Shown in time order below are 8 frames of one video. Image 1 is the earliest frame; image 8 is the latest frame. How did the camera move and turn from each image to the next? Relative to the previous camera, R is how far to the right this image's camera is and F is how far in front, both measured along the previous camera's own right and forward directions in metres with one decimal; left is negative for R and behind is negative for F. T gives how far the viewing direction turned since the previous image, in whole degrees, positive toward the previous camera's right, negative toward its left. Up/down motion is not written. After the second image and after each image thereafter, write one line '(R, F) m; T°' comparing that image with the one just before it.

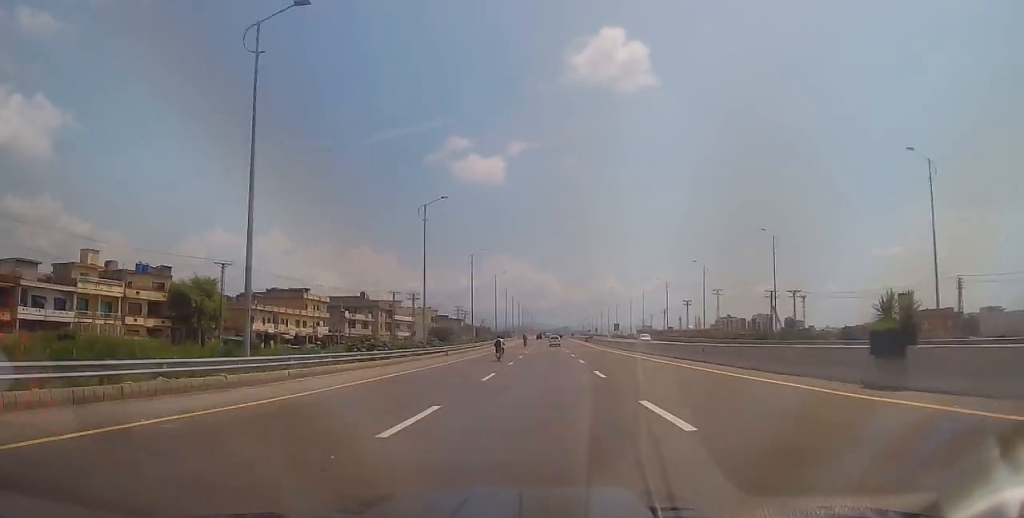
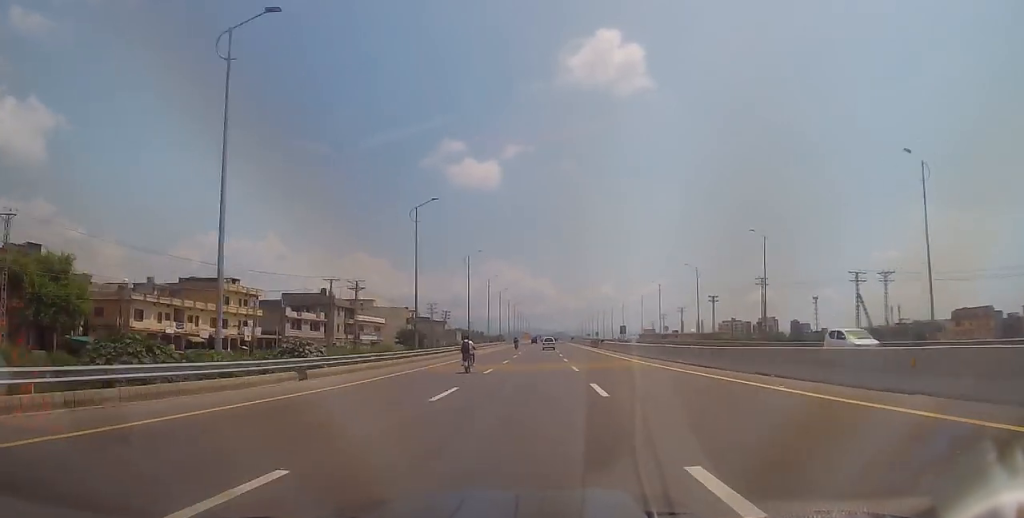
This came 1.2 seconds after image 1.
(-0.3, +30.0) m; 0°
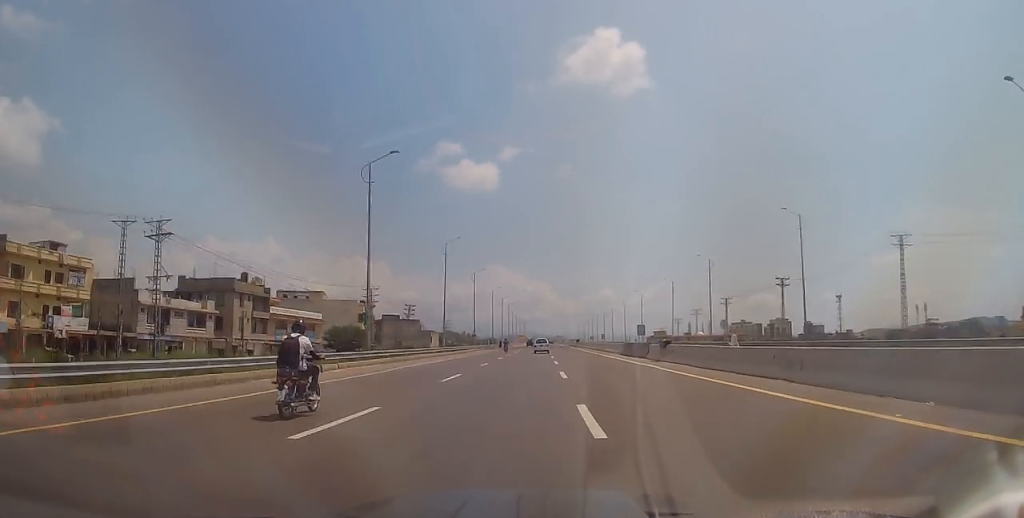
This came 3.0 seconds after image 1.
(-0.3, +42.2) m; -1°
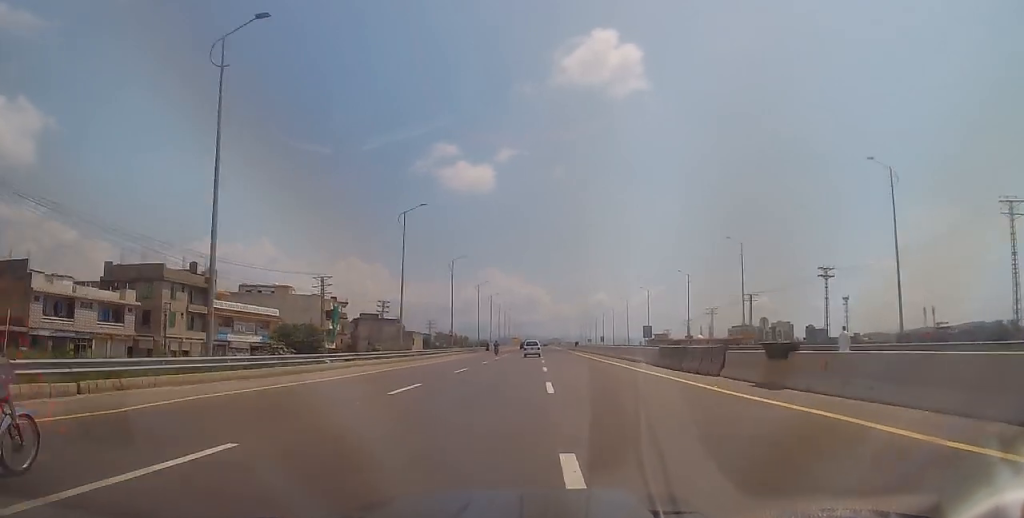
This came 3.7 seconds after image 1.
(0.0, +16.9) m; +1°
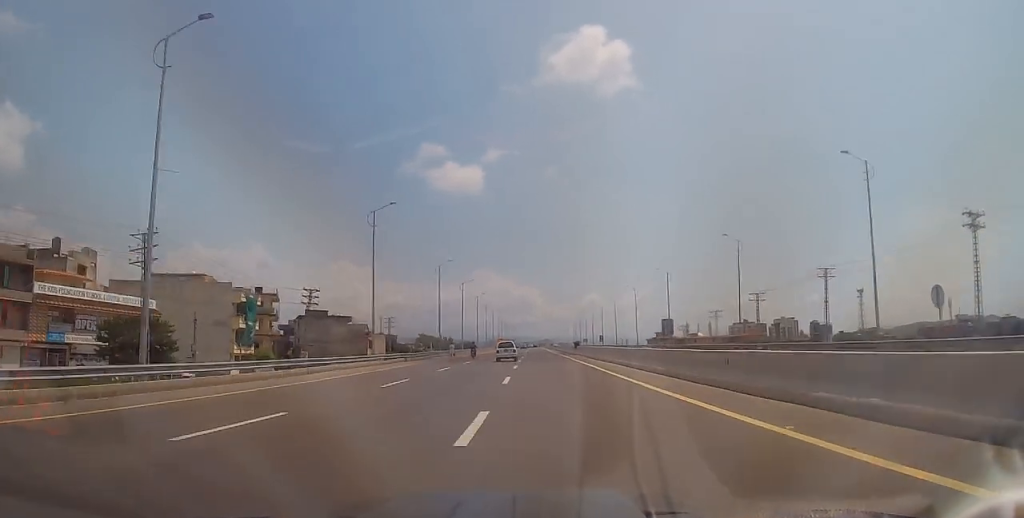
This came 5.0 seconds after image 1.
(+0.7, +31.1) m; +1°
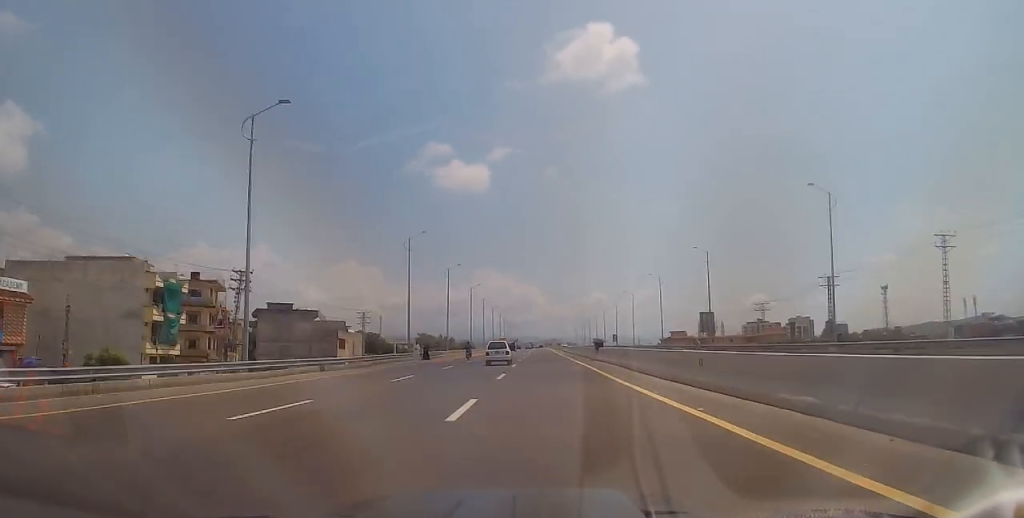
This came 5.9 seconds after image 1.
(0.0, +21.5) m; -1°
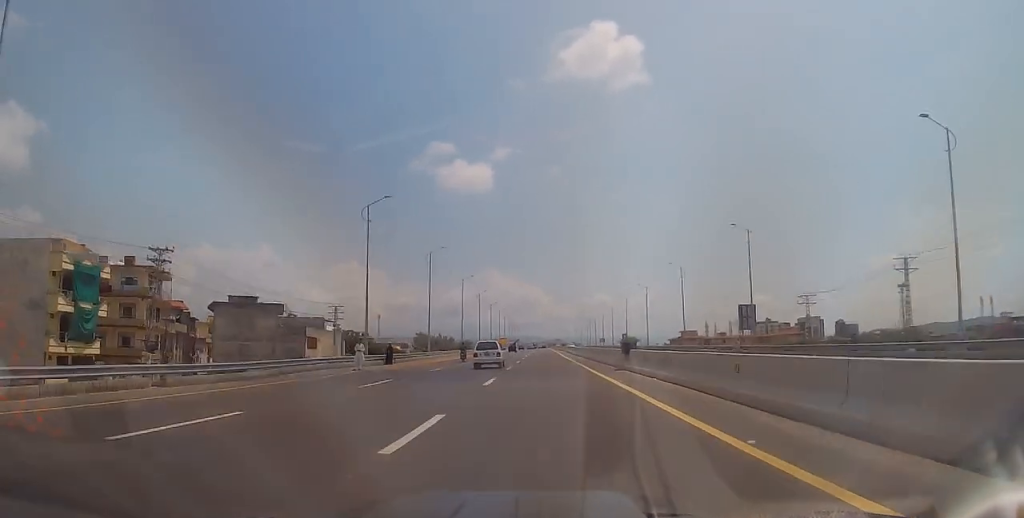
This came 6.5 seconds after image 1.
(-0.3, +15.1) m; 0°
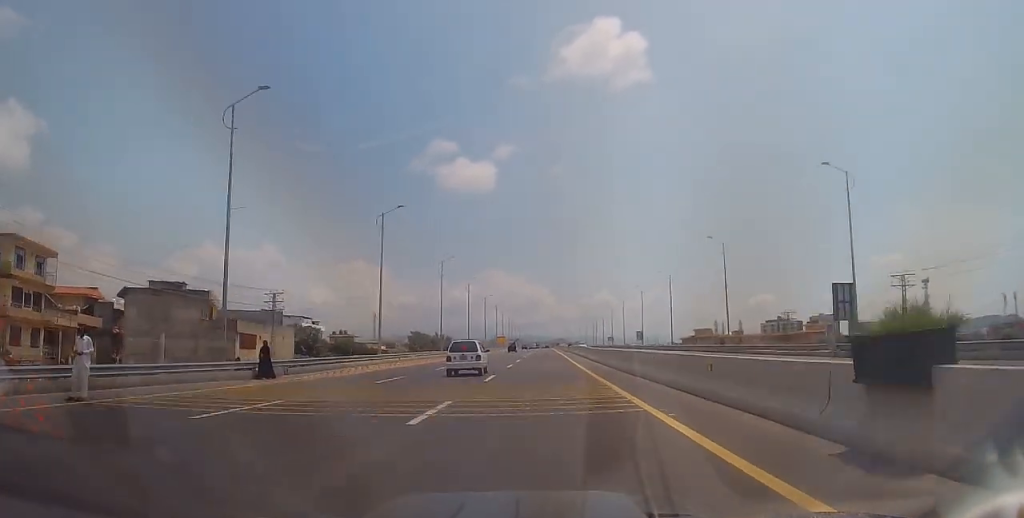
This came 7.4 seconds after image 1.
(+0.1, +21.3) m; 0°
